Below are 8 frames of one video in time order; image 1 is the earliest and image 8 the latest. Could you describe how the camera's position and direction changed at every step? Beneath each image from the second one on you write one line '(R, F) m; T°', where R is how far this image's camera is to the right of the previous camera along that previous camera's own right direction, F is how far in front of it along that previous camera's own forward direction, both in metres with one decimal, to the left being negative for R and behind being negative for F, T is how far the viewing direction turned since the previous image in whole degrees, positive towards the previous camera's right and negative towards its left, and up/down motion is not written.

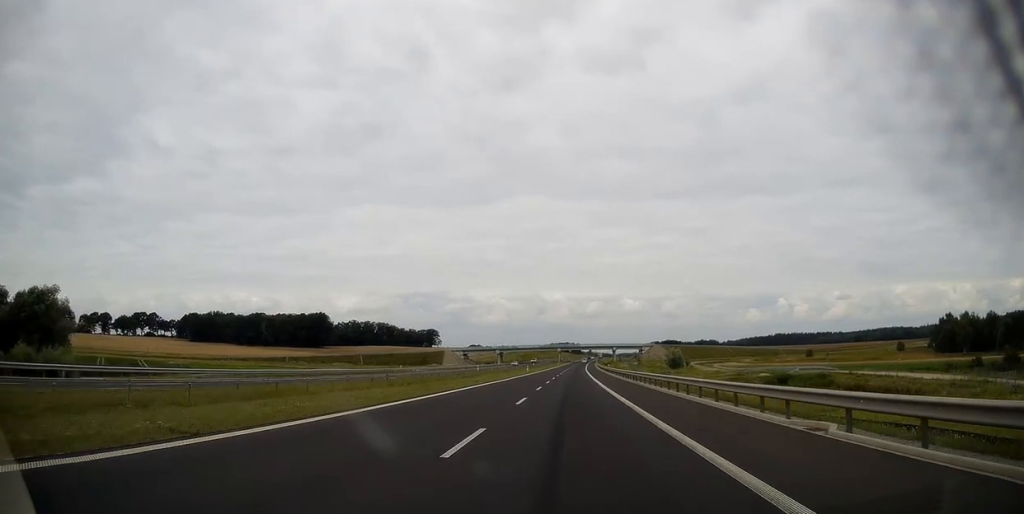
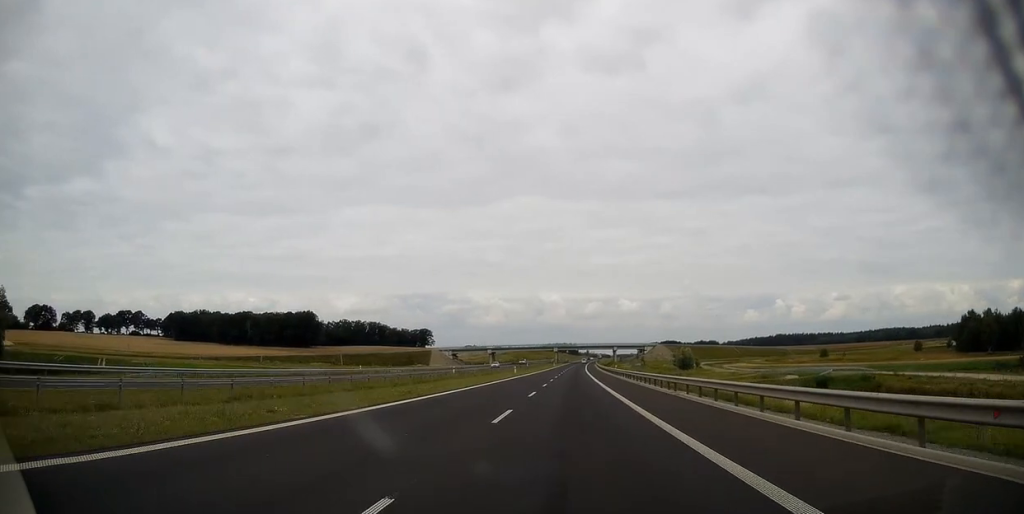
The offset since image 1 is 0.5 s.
(+0.1, +18.5) m; 0°
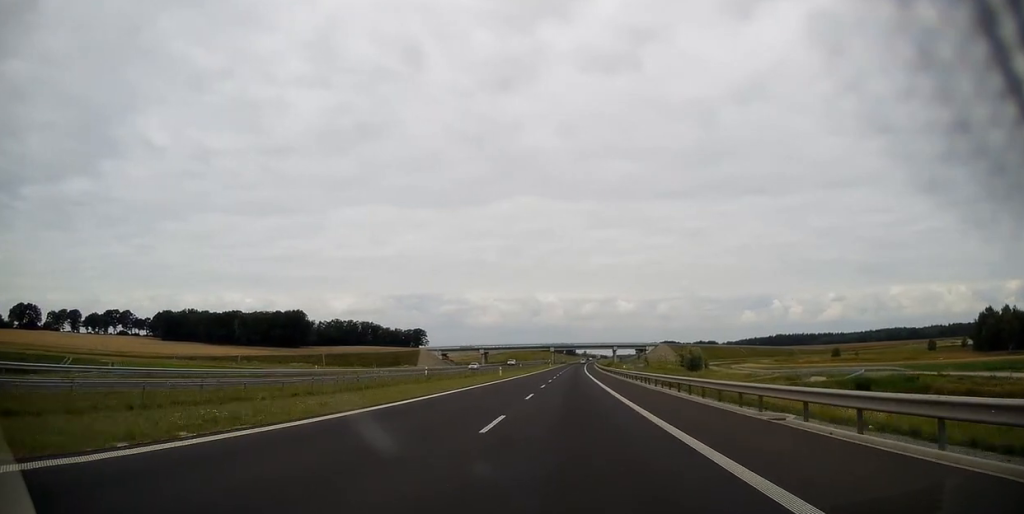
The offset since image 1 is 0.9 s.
(+0.1, +13.9) m; 0°
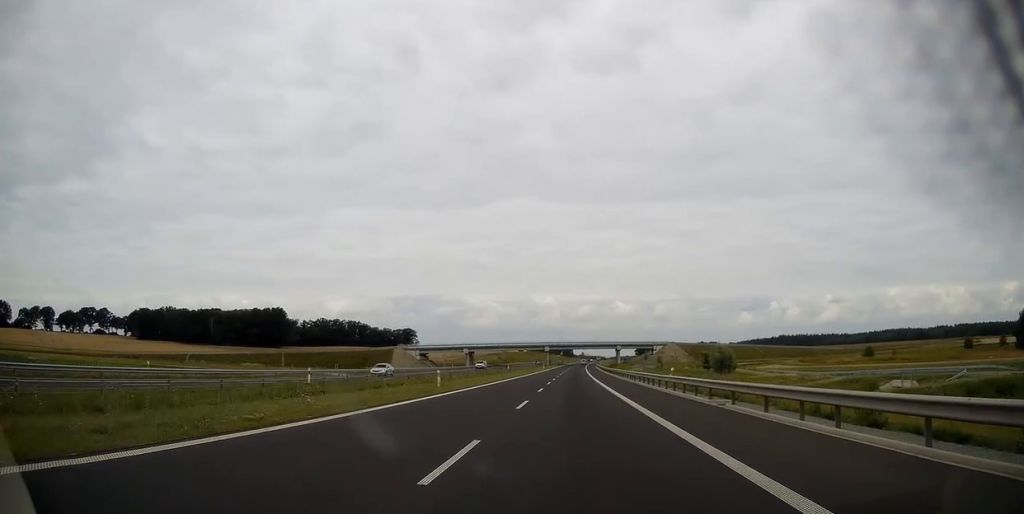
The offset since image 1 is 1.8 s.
(0.0, +28.9) m; 0°
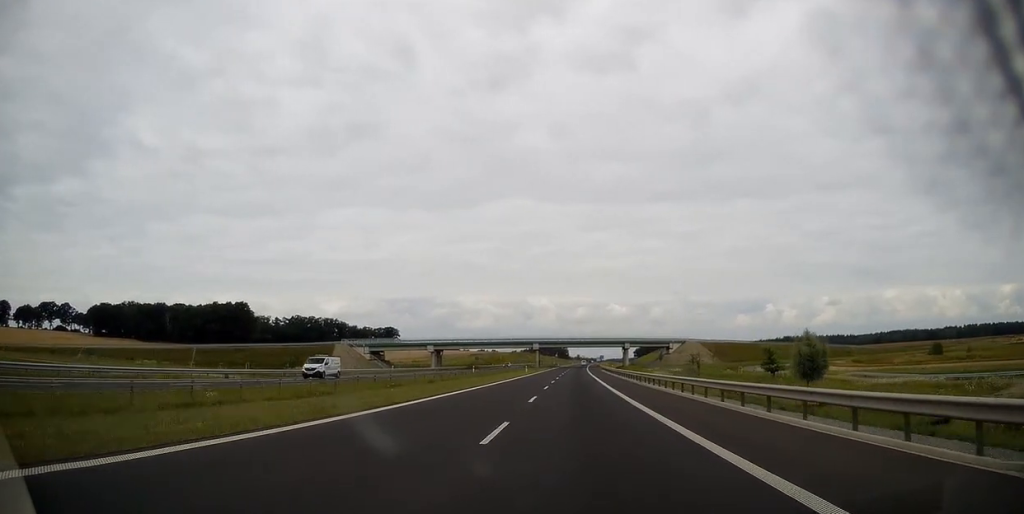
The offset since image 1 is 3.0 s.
(+0.2, +44.0) m; +1°
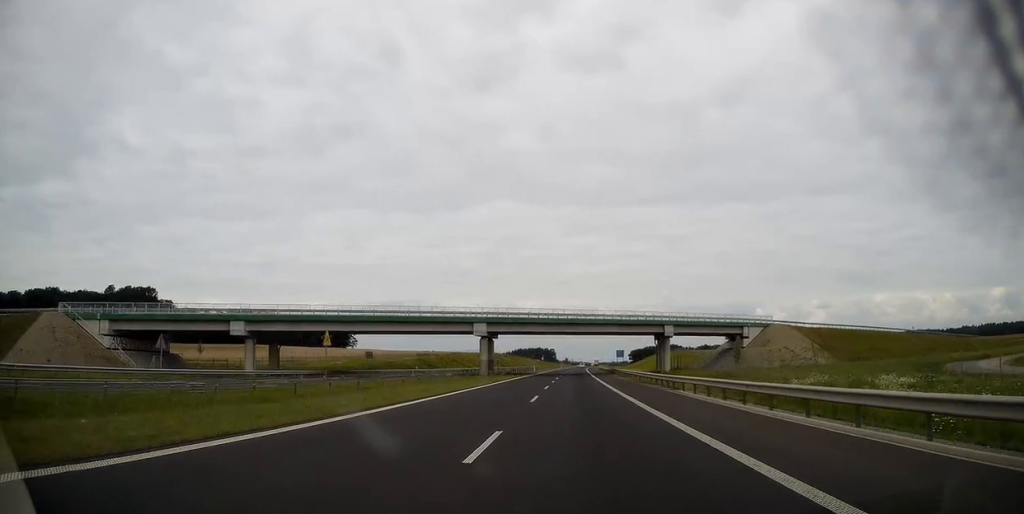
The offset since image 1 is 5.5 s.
(+0.9, +85.5) m; +1°
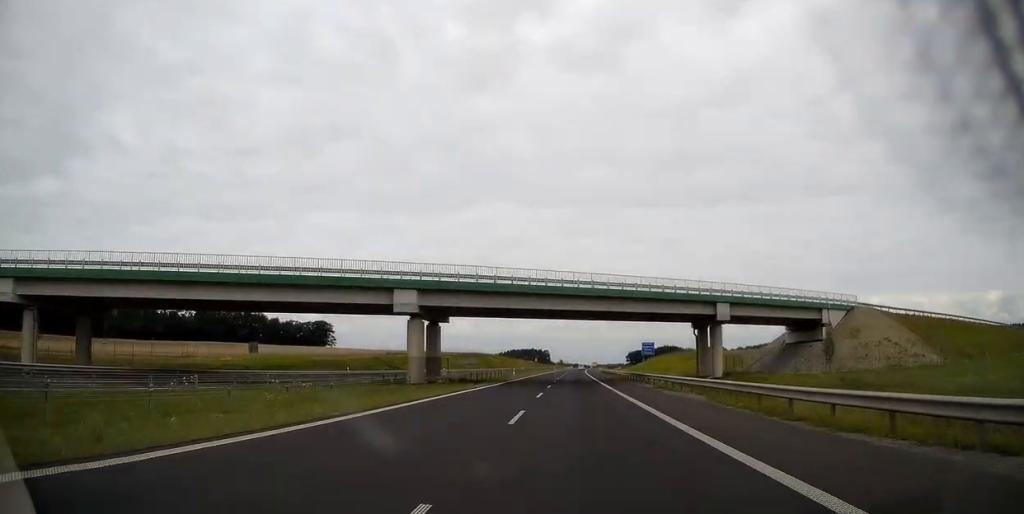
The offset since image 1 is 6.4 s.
(+0.1, +32.3) m; +1°
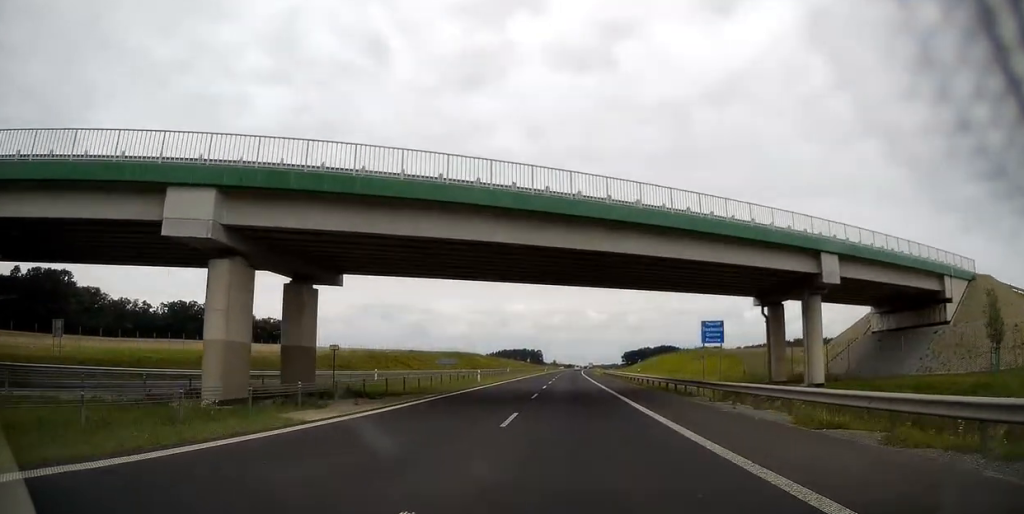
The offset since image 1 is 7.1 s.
(+0.2, +24.2) m; 0°
